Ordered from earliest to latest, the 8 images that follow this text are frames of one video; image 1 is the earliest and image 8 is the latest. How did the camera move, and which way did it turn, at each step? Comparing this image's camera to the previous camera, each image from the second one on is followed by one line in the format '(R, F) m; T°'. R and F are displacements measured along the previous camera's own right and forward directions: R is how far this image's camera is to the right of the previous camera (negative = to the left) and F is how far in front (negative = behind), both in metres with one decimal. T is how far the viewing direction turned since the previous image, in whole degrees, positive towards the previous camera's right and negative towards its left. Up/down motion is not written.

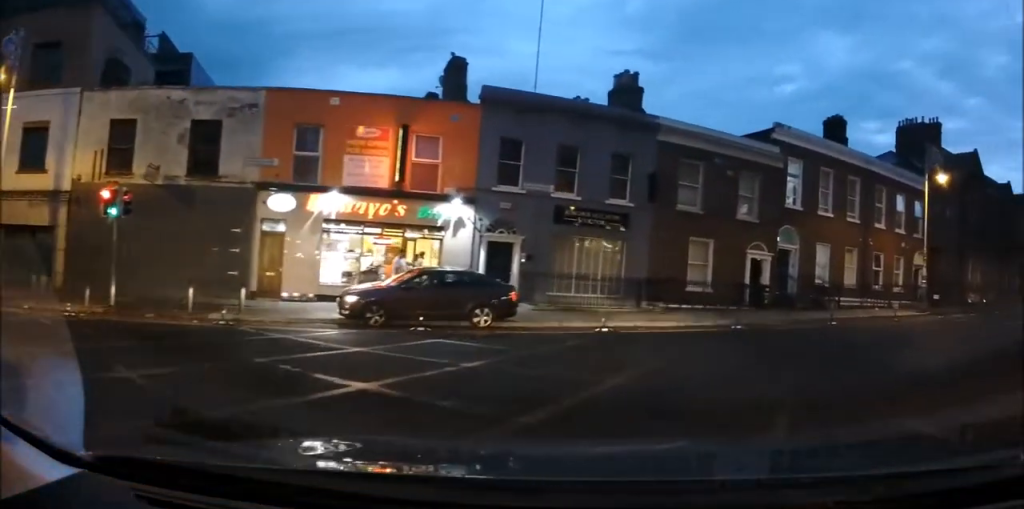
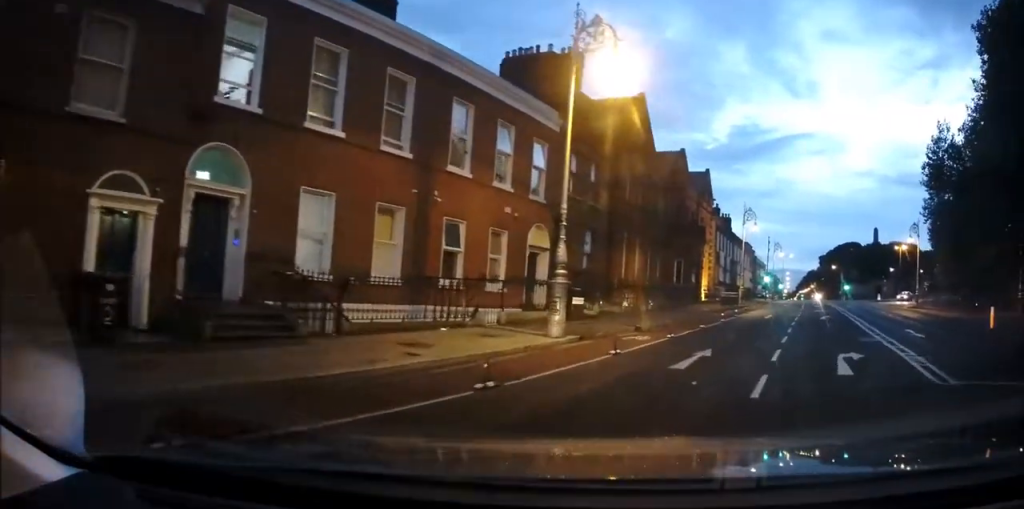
(+4.9, +15.3) m; +34°
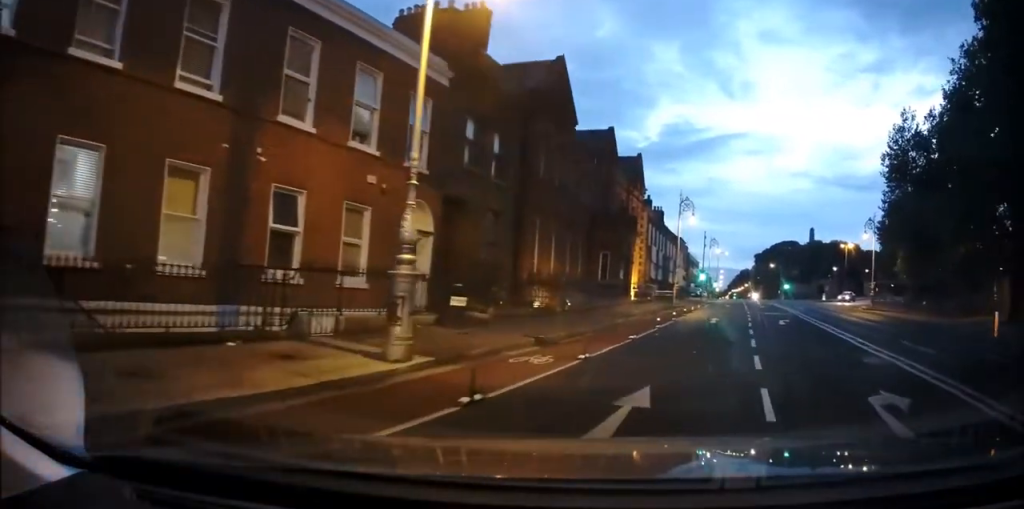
(+0.4, +5.4) m; +4°
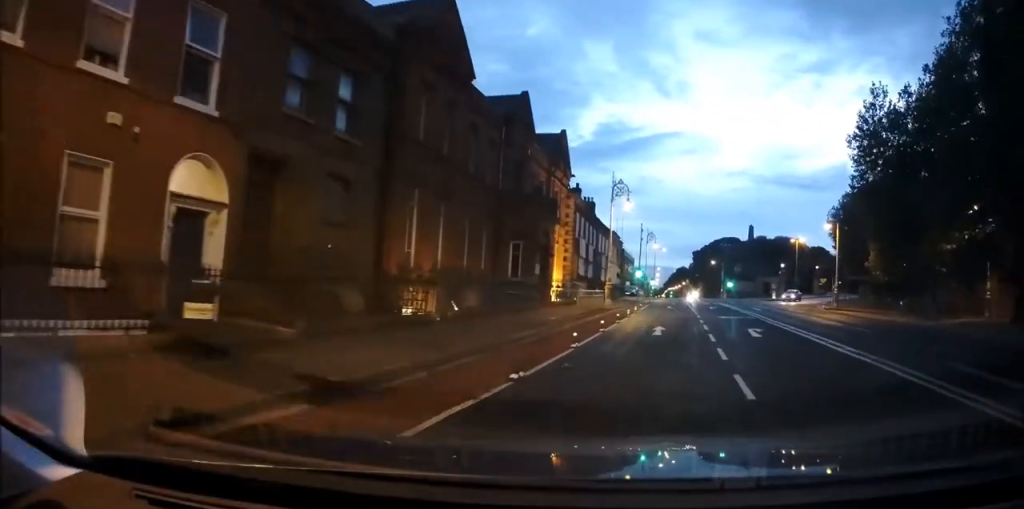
(0.0, +7.1) m; 0°
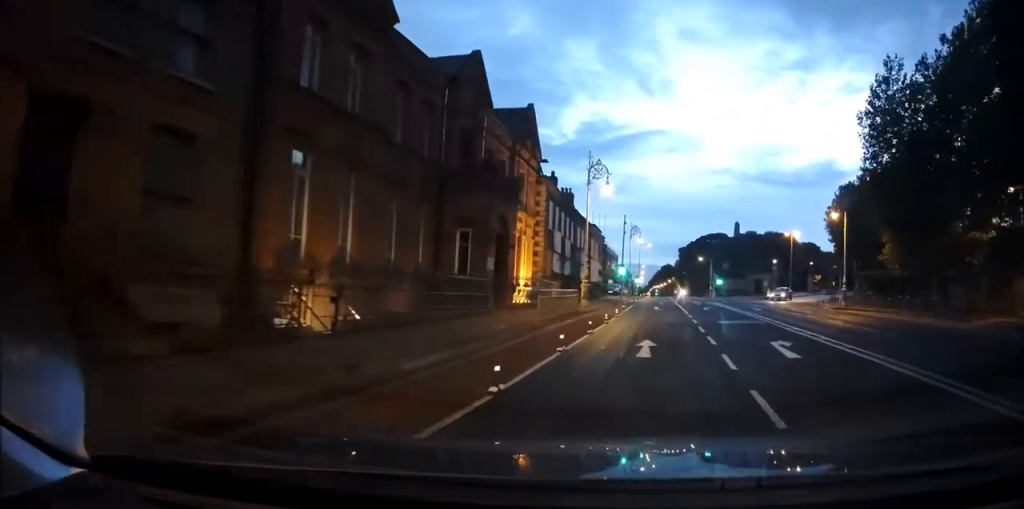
(0.0, +6.0) m; +2°
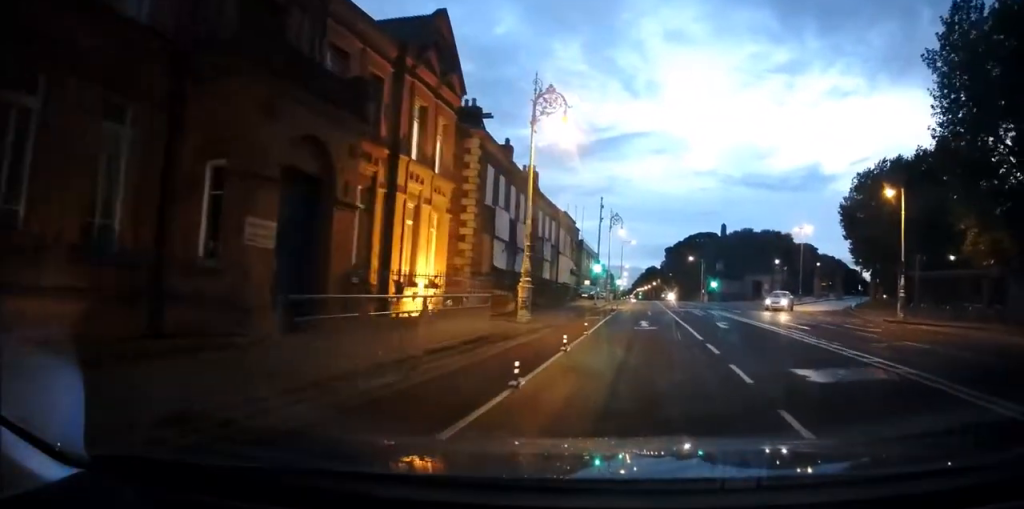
(+0.6, +13.6) m; +1°
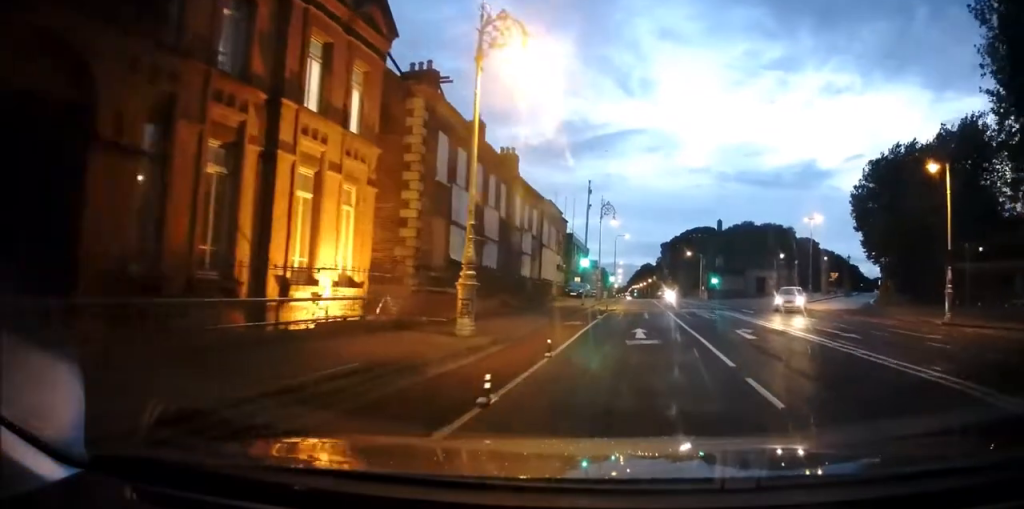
(-0.3, +6.3) m; 0°
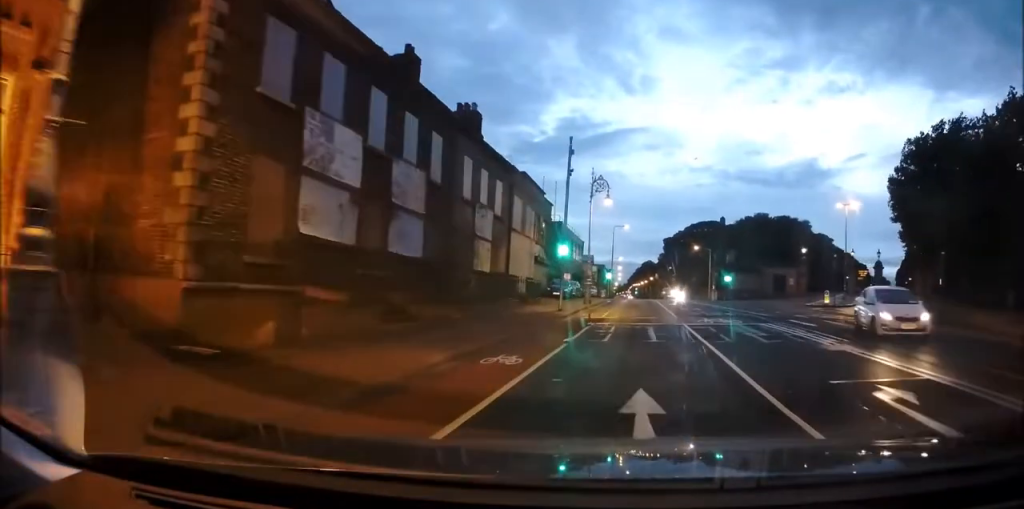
(+0.1, +10.9) m; +1°
